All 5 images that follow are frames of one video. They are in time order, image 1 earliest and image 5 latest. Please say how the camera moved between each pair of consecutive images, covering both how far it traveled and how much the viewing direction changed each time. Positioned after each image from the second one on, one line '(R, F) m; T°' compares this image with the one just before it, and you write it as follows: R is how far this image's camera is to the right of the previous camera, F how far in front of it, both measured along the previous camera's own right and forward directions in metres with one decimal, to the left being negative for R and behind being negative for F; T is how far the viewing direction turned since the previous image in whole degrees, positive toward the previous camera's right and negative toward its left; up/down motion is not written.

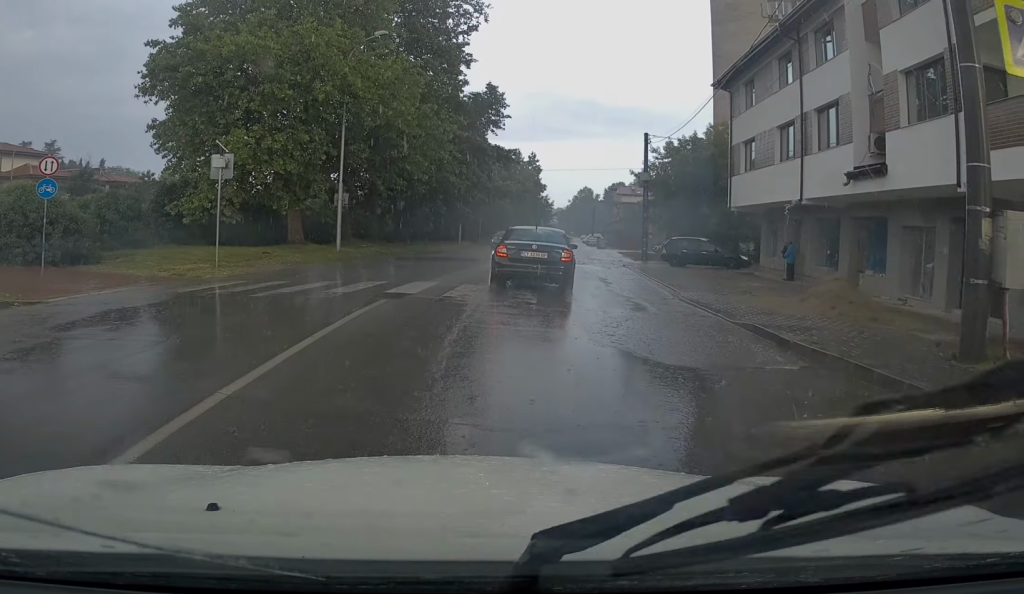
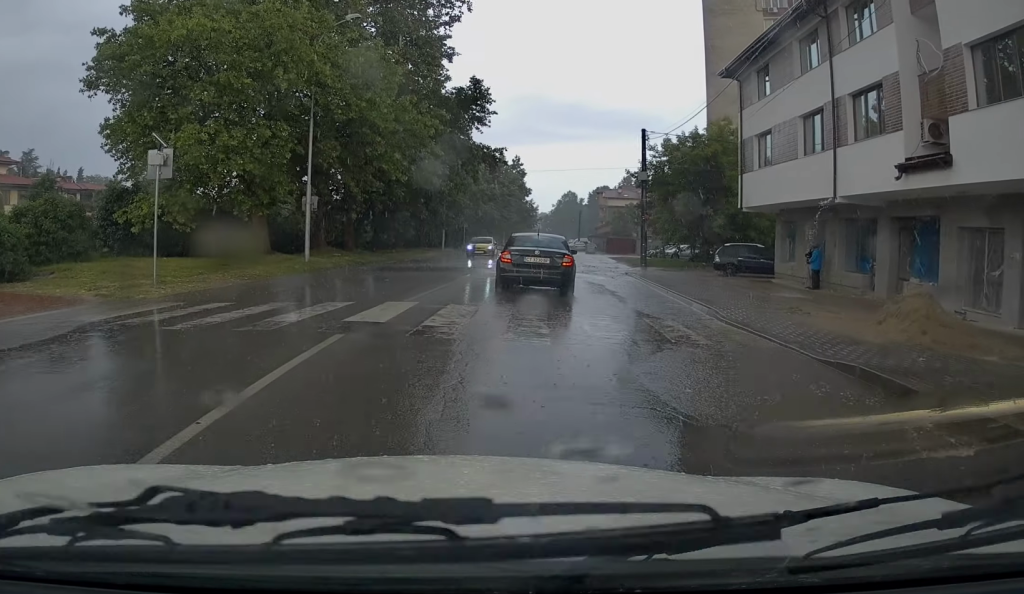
(-0.1, +3.0) m; +3°
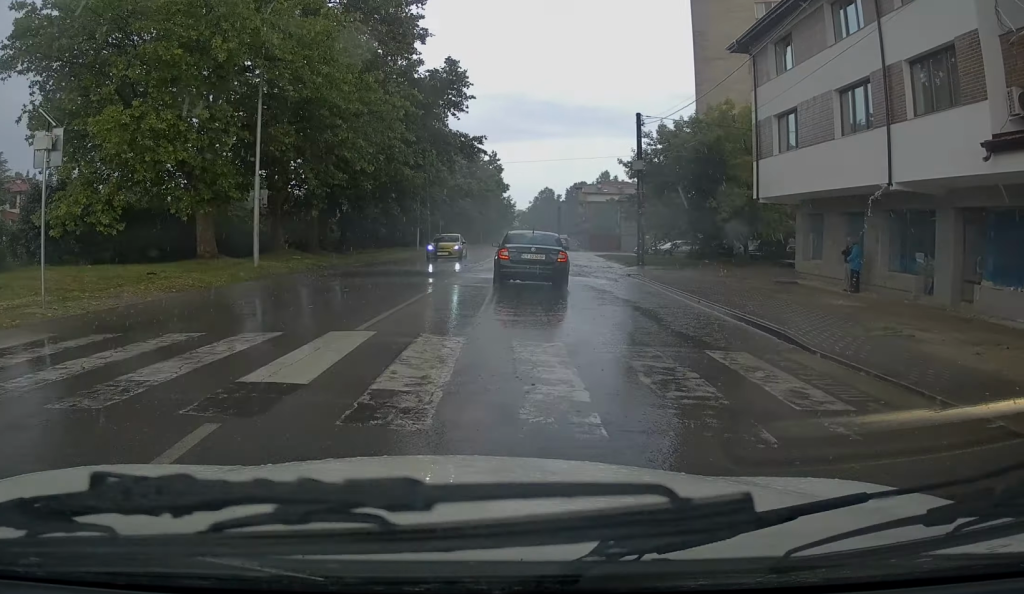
(+0.4, +3.8) m; +3°
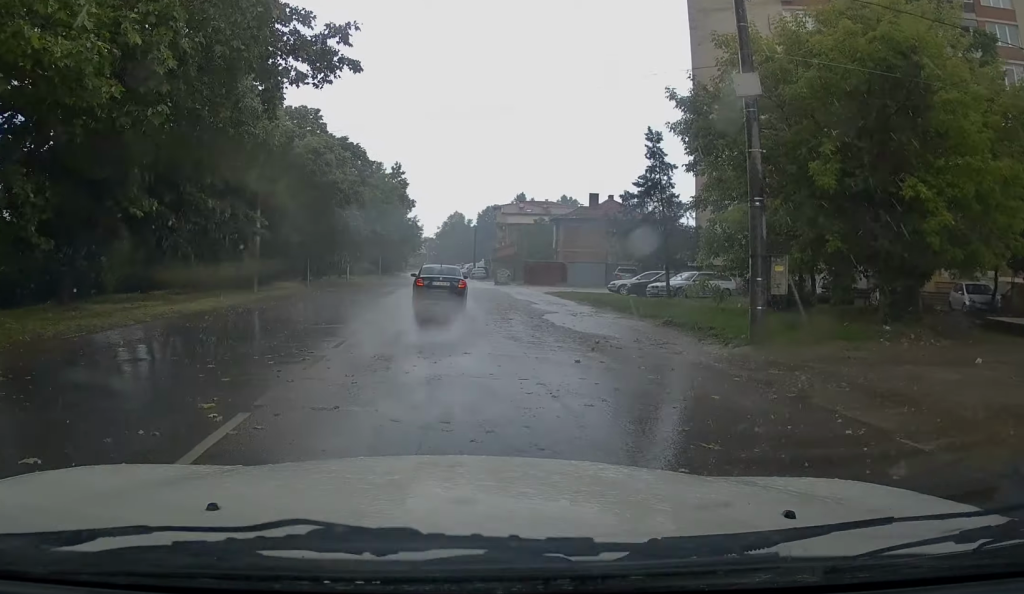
(+0.7, +21.2) m; +5°
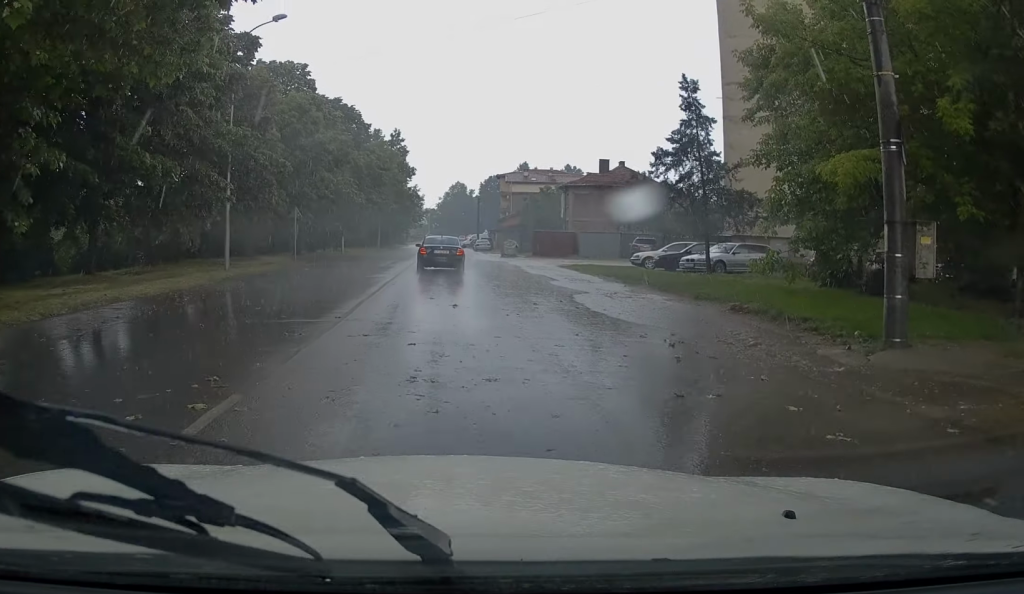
(+0.1, +4.3) m; +3°
